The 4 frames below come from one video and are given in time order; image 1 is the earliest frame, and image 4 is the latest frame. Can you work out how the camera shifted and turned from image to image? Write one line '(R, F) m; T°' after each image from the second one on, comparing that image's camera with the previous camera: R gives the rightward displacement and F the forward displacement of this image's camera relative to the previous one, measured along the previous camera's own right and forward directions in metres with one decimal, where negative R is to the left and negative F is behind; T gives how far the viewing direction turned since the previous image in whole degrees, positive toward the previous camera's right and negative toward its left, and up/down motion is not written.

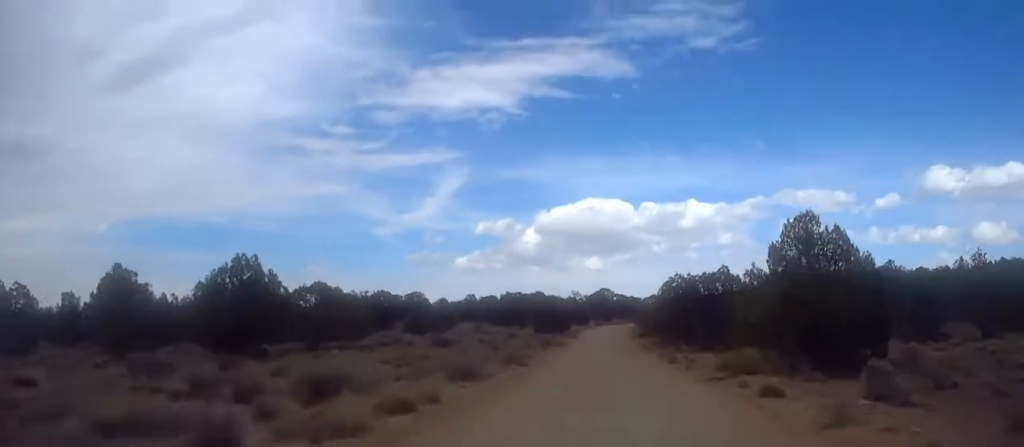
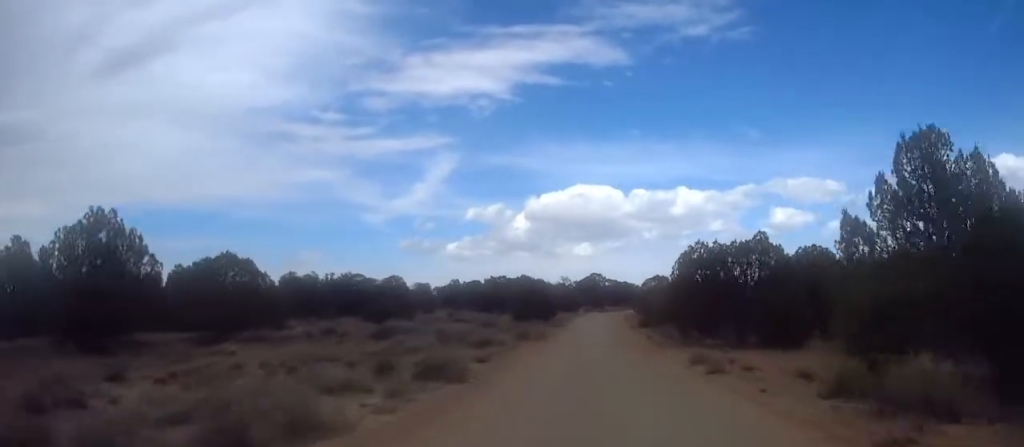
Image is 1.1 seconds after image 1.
(0.0, +12.2) m; 0°
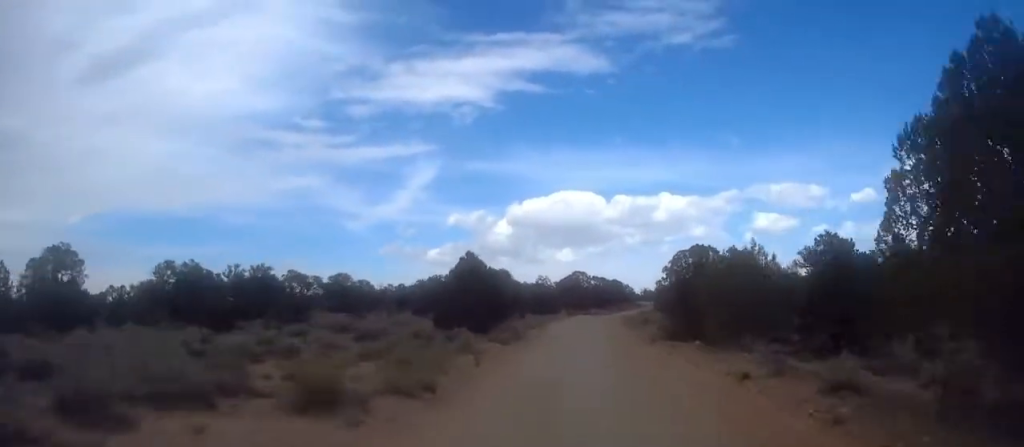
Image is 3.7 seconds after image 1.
(0.0, +27.3) m; 0°
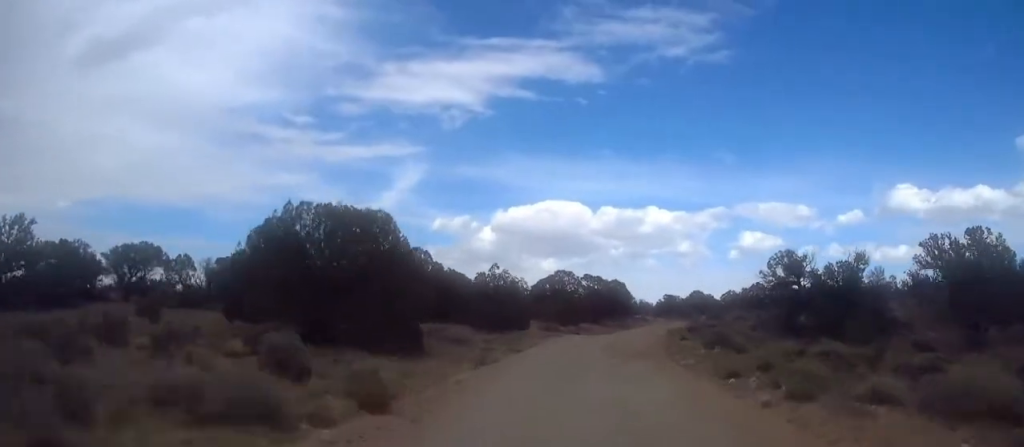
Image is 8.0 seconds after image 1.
(+0.4, +45.0) m; +4°
